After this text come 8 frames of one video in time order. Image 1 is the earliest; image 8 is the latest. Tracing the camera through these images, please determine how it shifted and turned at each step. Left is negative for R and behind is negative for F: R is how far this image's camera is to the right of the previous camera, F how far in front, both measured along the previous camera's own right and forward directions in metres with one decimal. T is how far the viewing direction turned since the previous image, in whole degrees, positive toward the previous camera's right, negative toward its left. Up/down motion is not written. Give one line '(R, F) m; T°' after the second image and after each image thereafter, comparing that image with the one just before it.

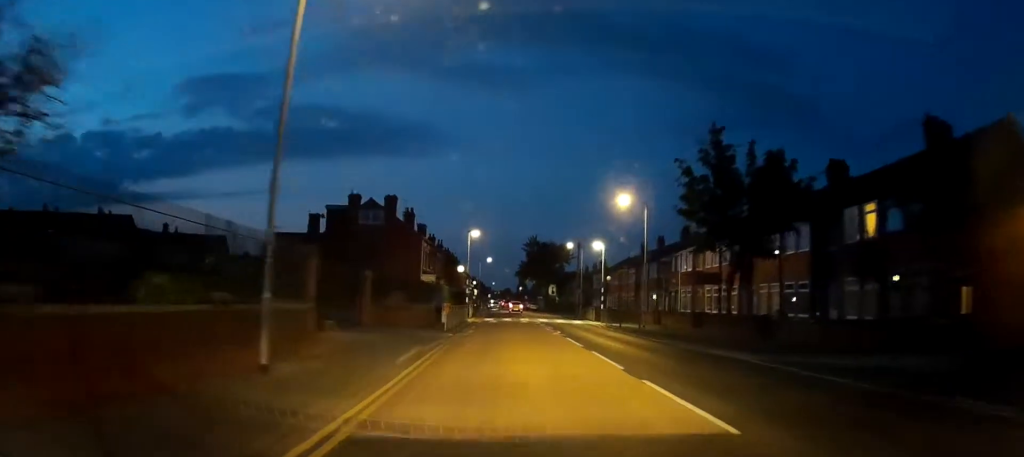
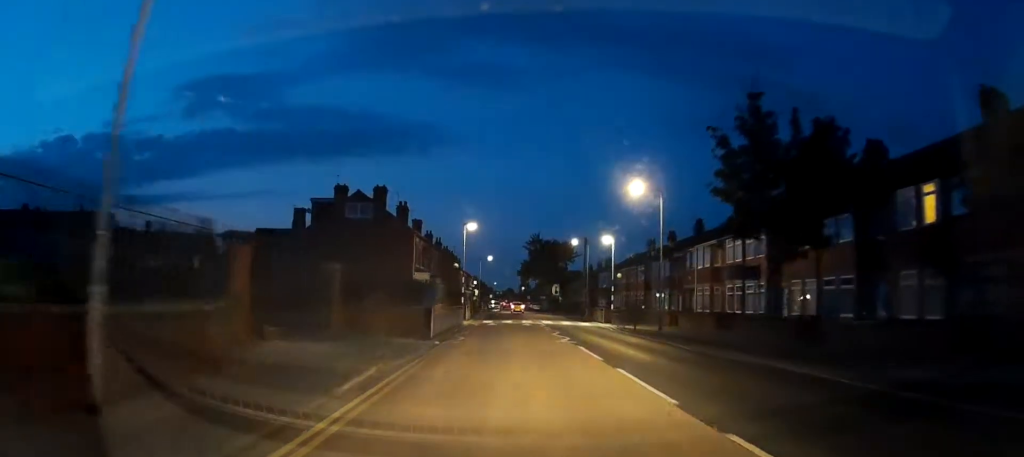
(0.0, +4.5) m; 0°
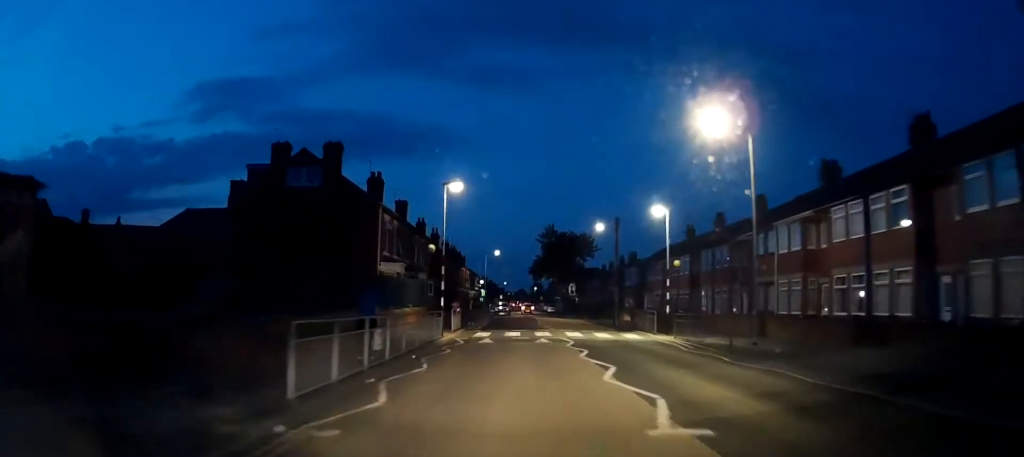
(-0.1, +15.1) m; +1°
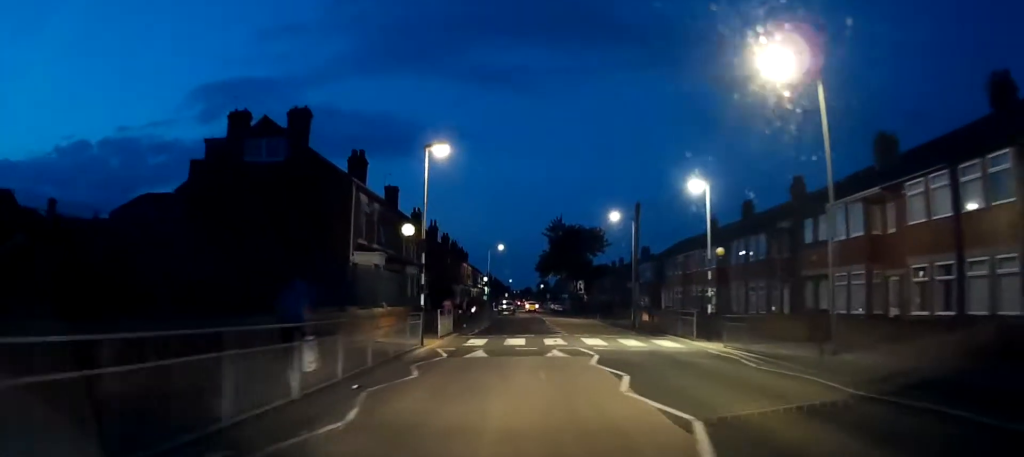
(+0.1, +6.2) m; +1°
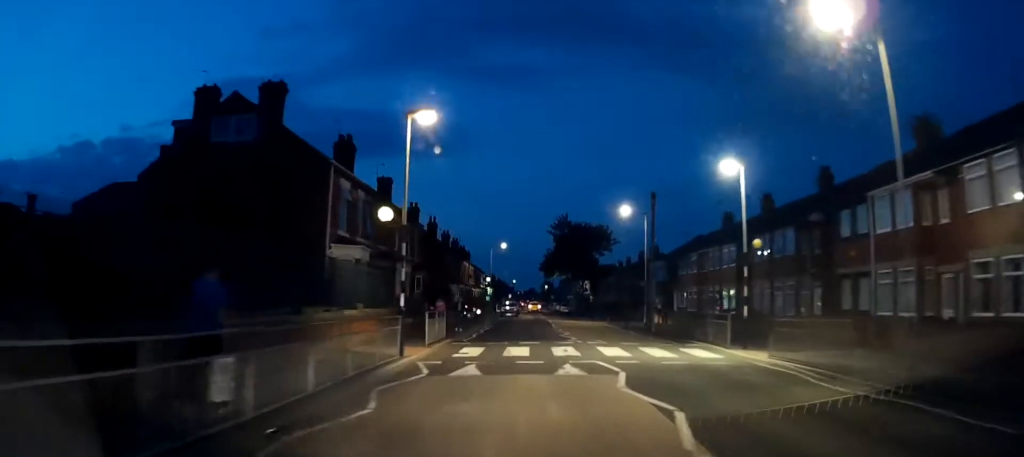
(0.0, +3.7) m; +1°
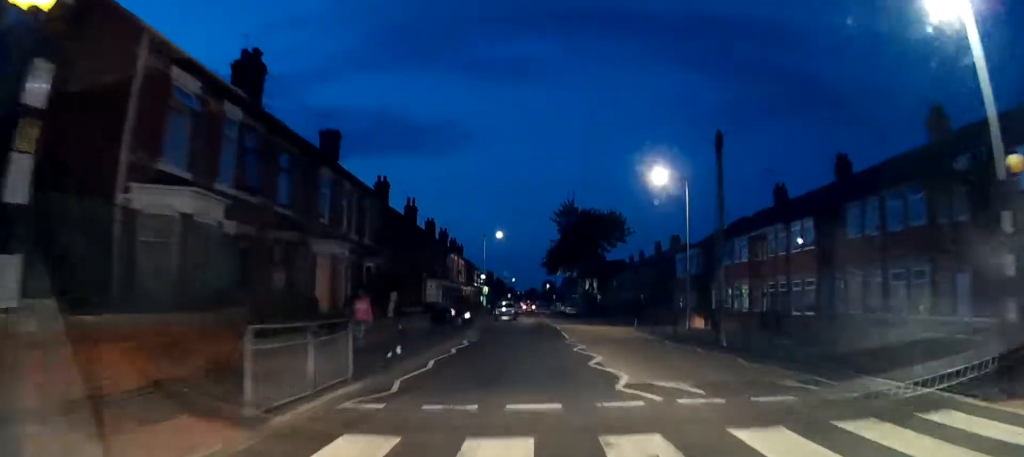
(+0.1, +12.7) m; 0°
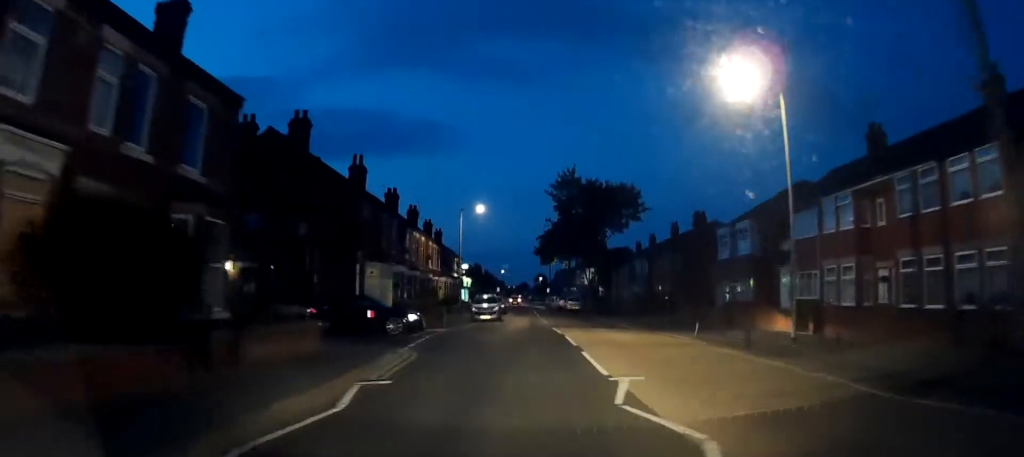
(-0.3, +15.4) m; -1°
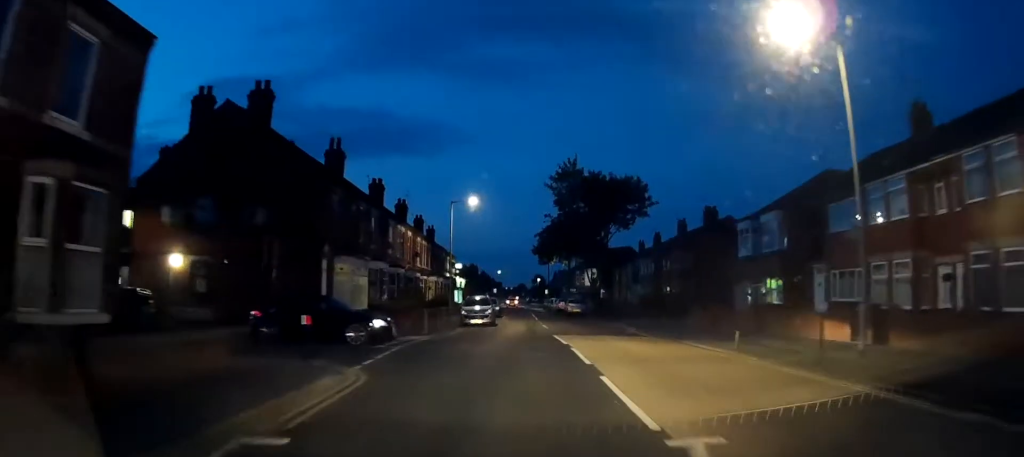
(0.0, +4.7) m; +1°
